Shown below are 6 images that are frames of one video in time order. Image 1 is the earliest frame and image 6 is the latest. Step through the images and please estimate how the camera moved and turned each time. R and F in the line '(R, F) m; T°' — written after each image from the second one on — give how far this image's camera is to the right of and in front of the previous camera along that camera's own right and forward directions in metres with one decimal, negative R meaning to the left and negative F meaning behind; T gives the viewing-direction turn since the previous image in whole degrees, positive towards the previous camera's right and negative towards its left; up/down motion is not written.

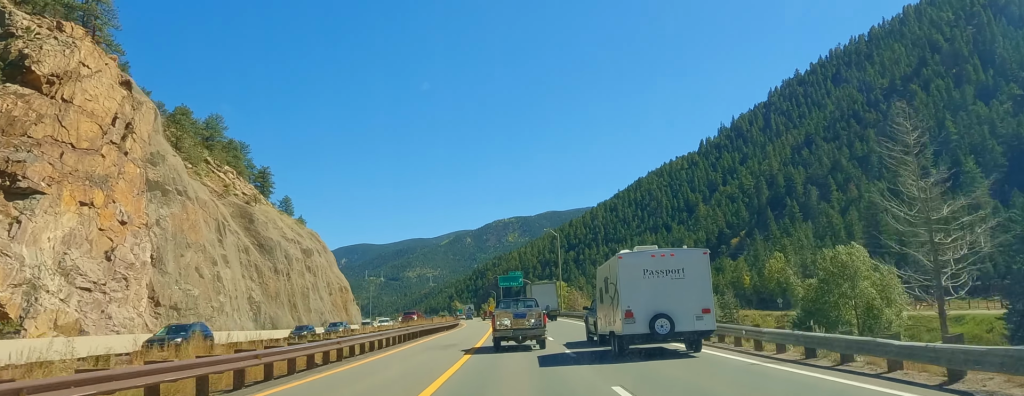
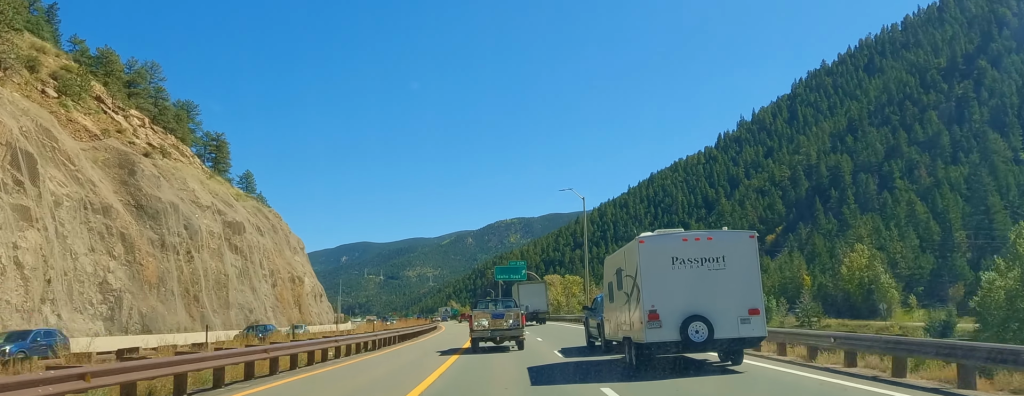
(+0.3, +36.9) m; -1°
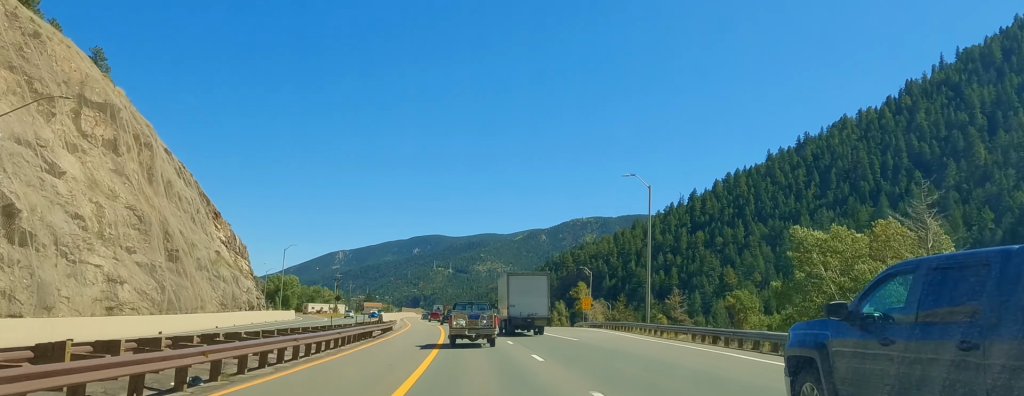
(-11.4, +132.5) m; -10°
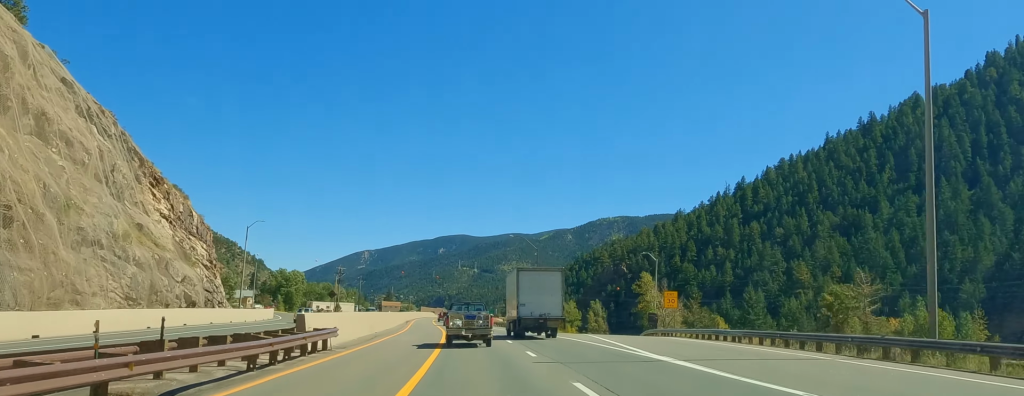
(-0.8, +33.3) m; -2°
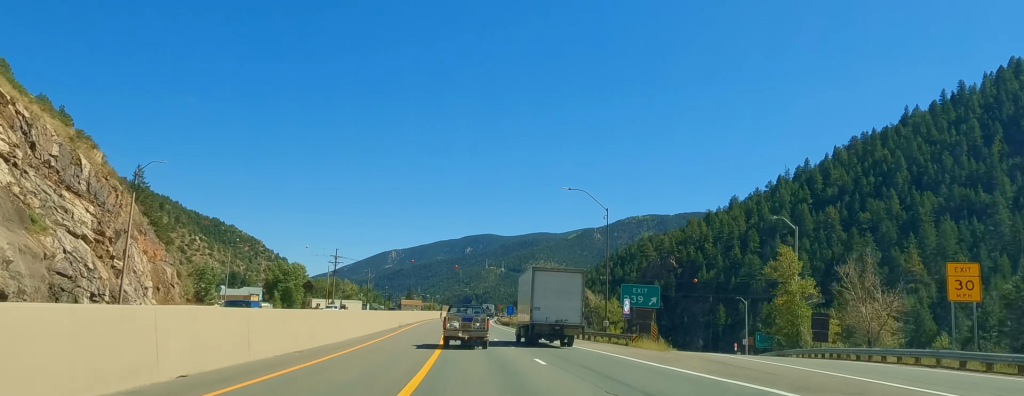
(-0.8, +37.9) m; -1°
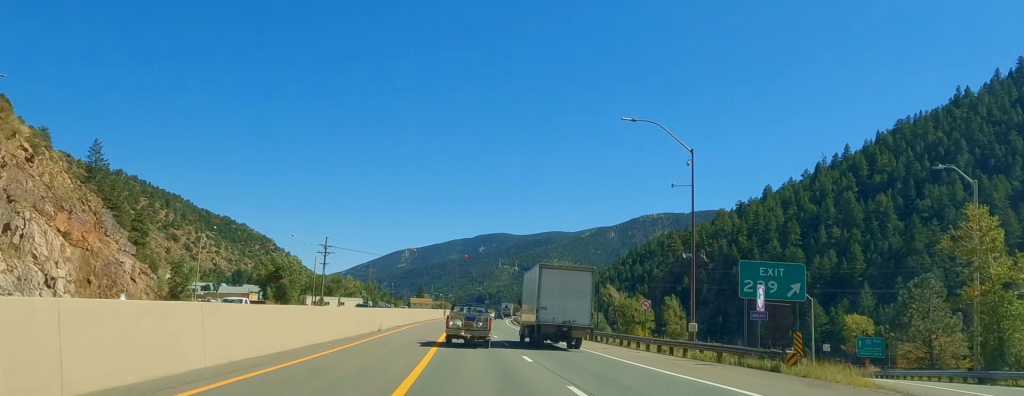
(-0.1, +21.8) m; +1°
